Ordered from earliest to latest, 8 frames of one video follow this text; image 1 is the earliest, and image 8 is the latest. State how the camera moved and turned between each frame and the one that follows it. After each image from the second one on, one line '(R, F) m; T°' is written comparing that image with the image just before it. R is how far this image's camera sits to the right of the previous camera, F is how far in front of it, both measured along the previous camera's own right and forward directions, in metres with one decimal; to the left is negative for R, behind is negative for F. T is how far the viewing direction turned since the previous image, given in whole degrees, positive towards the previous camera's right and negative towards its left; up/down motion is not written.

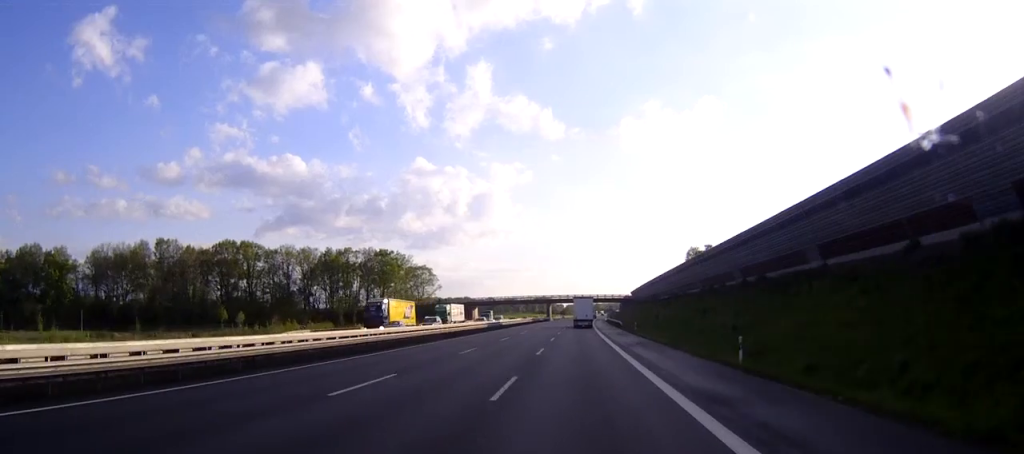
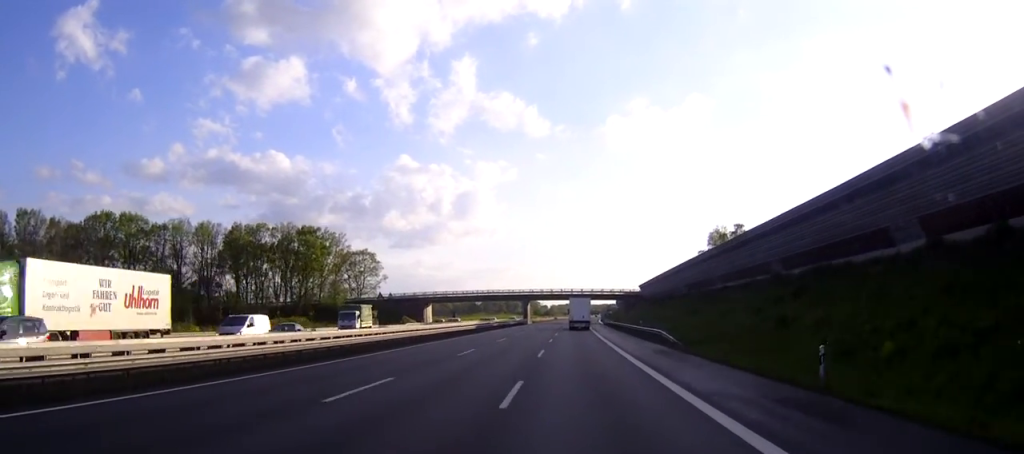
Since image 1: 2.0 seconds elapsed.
(+0.5, +54.9) m; +1°
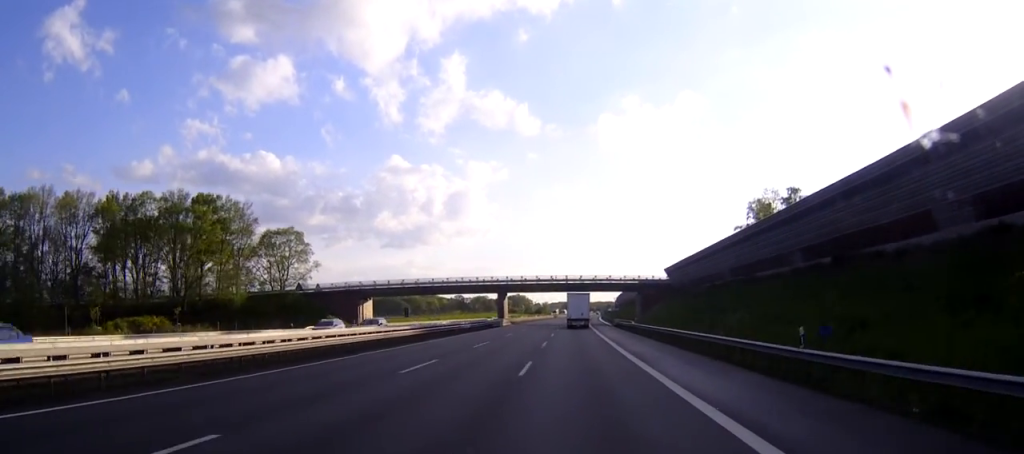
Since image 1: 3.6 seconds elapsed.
(+0.3, +46.5) m; 0°
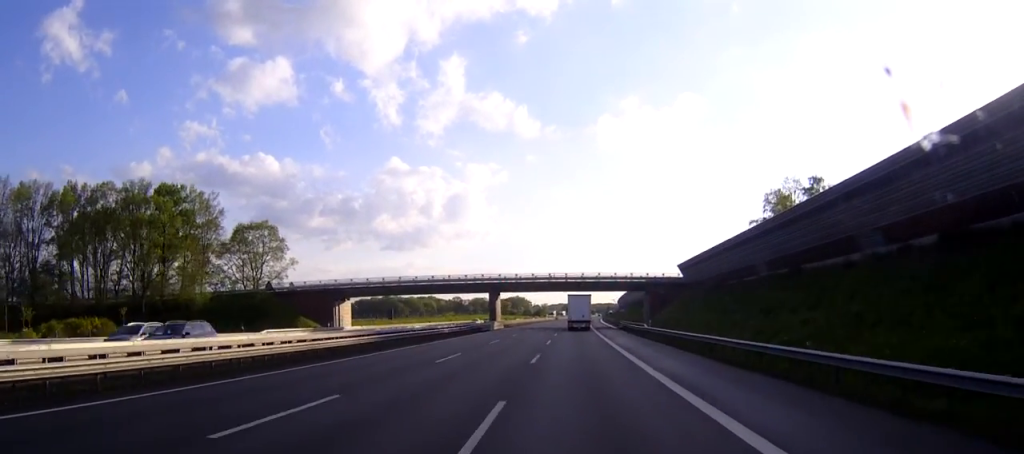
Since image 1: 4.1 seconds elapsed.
(0.0, +12.1) m; 0°
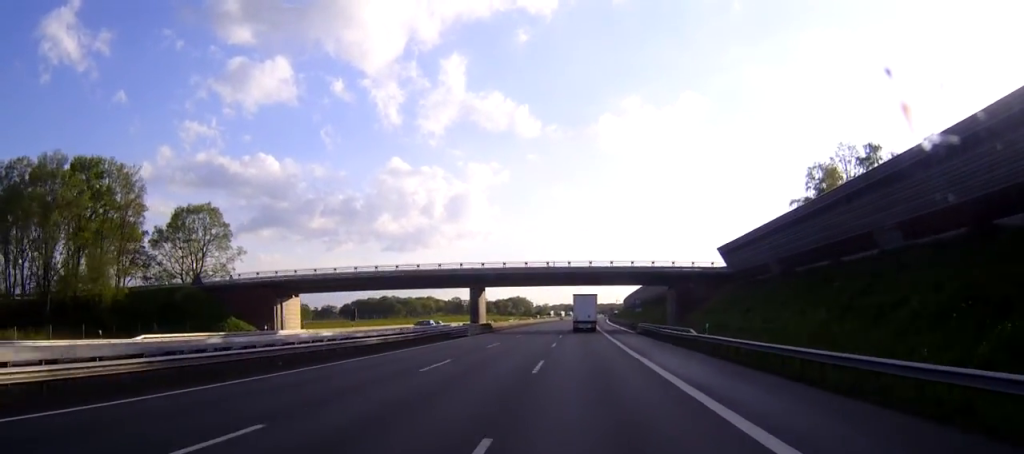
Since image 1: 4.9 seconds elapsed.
(0.0, +22.4) m; 0°
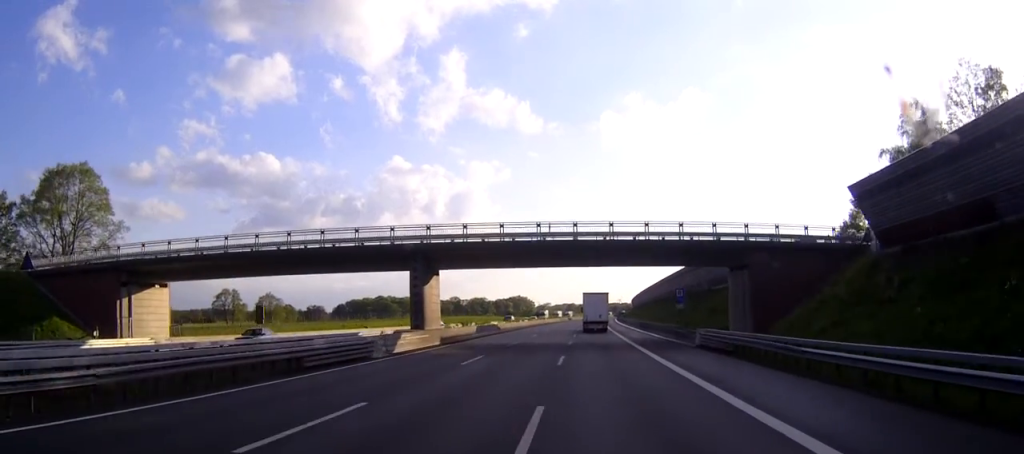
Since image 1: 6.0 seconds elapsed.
(0.0, +31.9) m; 0°
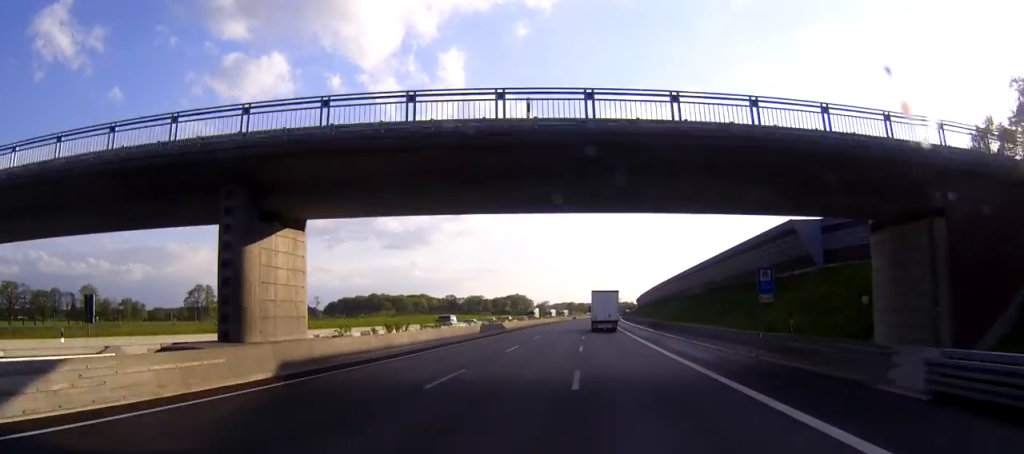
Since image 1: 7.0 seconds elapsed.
(0.0, +27.0) m; 0°
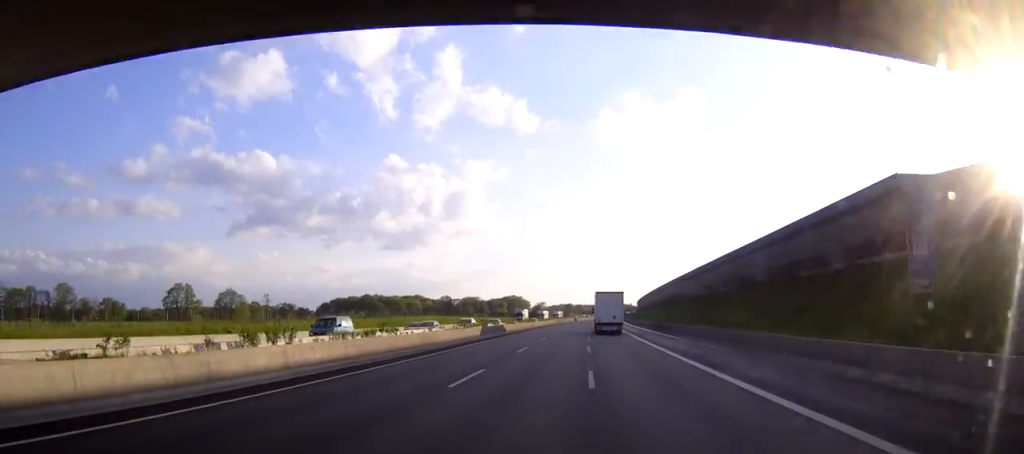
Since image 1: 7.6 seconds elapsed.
(0.0, +16.5) m; 0°
